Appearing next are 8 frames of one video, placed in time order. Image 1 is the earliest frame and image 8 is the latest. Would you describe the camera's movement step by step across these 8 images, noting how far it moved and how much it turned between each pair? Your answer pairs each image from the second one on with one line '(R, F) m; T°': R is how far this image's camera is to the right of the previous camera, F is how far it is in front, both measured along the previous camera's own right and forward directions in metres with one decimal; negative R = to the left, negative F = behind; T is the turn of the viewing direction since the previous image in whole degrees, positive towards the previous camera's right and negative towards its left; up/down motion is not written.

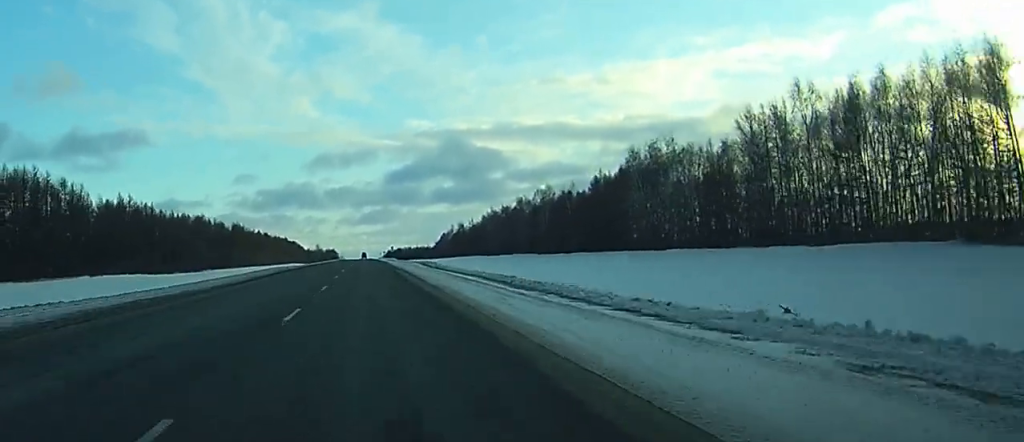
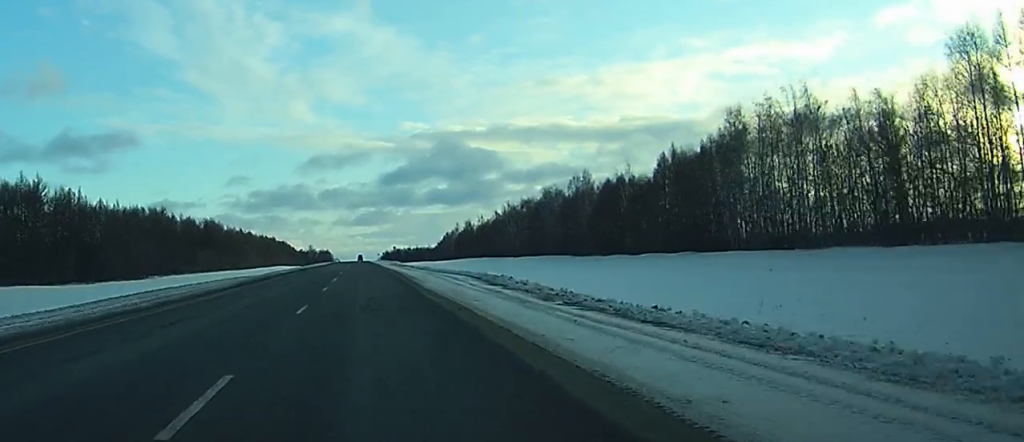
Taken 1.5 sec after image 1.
(-0.1, +46.0) m; 0°
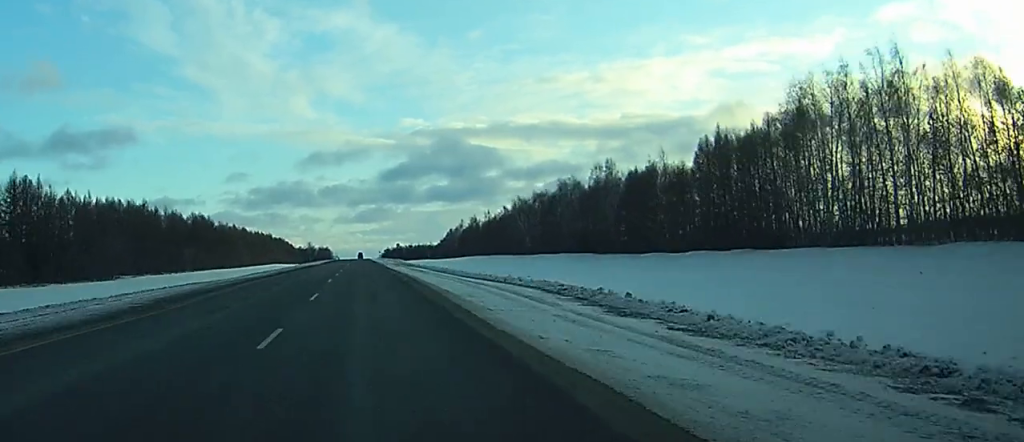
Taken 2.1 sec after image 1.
(0.0, +18.4) m; 0°
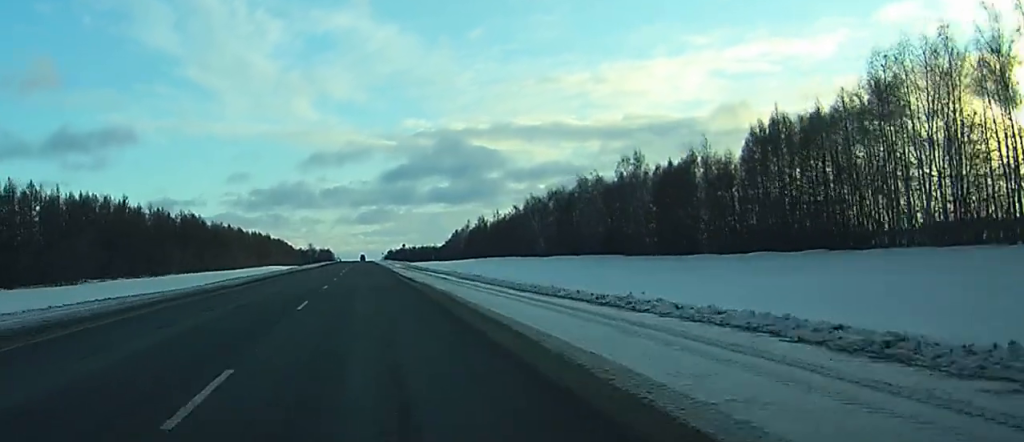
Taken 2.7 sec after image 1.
(0.0, +17.4) m; 0°
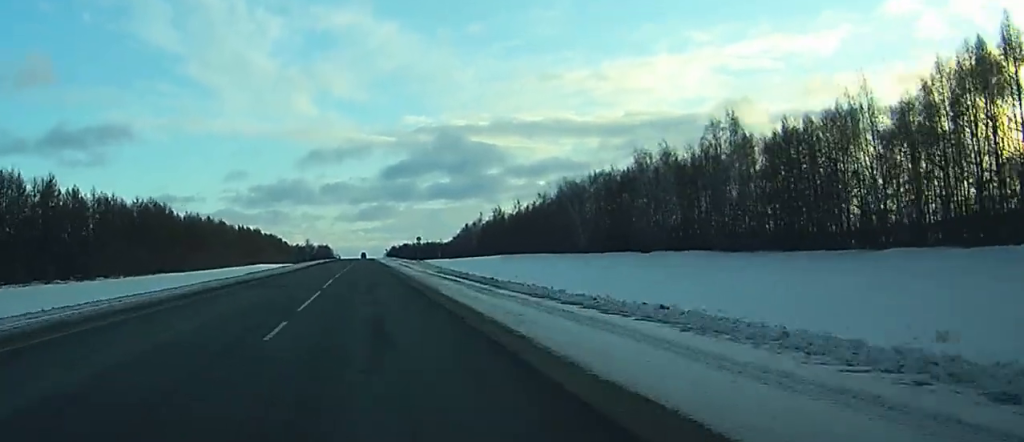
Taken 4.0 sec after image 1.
(0.0, +41.9) m; 0°
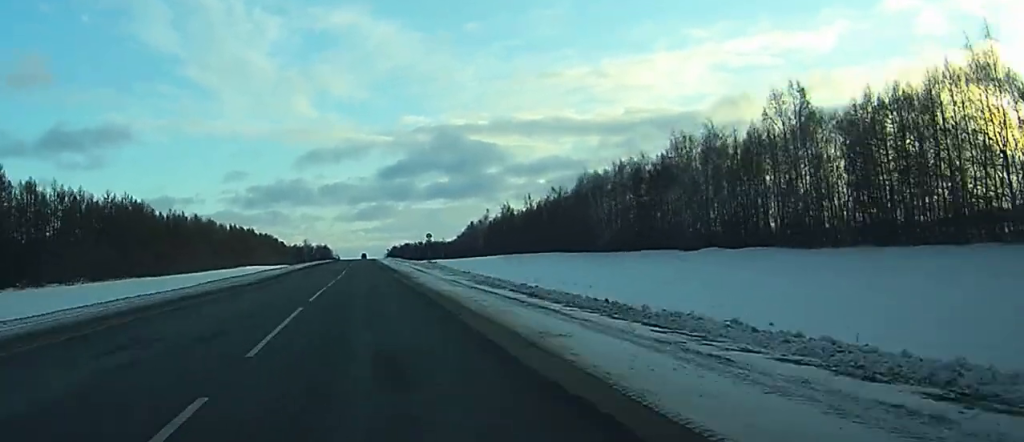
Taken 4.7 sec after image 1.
(0.0, +19.4) m; 0°
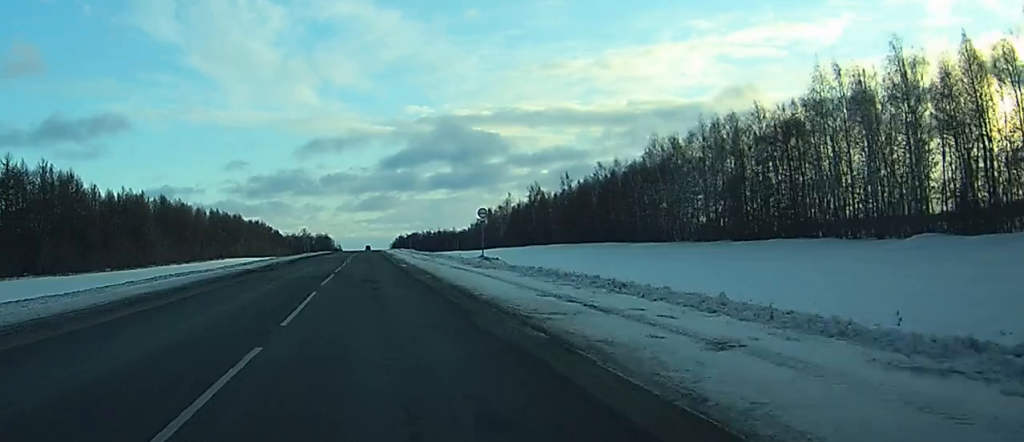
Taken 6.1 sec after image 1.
(0.0, +44.7) m; 0°
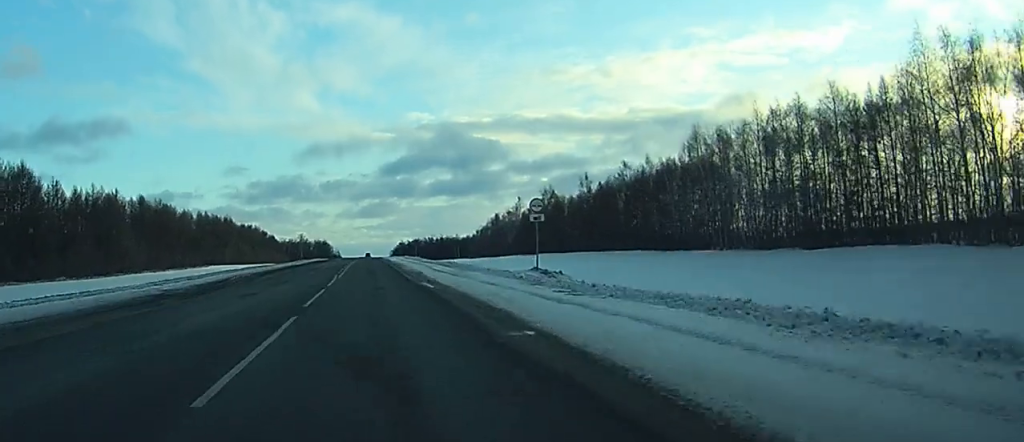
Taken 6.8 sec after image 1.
(0.0, +19.1) m; 0°
